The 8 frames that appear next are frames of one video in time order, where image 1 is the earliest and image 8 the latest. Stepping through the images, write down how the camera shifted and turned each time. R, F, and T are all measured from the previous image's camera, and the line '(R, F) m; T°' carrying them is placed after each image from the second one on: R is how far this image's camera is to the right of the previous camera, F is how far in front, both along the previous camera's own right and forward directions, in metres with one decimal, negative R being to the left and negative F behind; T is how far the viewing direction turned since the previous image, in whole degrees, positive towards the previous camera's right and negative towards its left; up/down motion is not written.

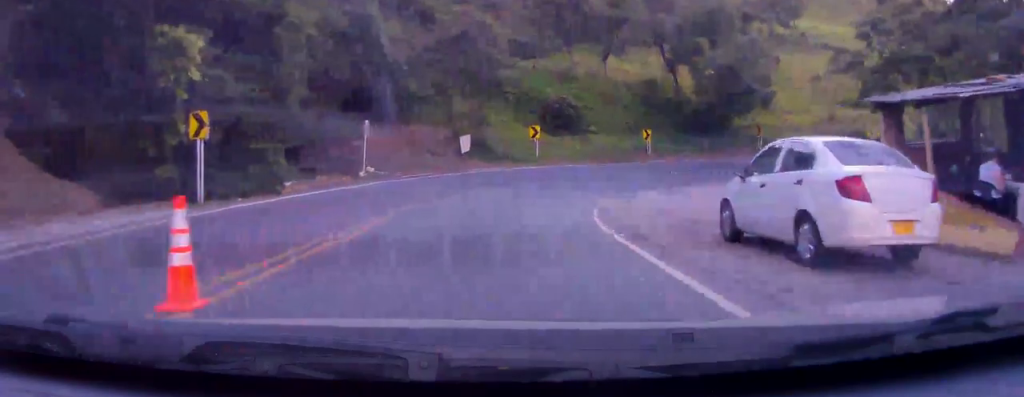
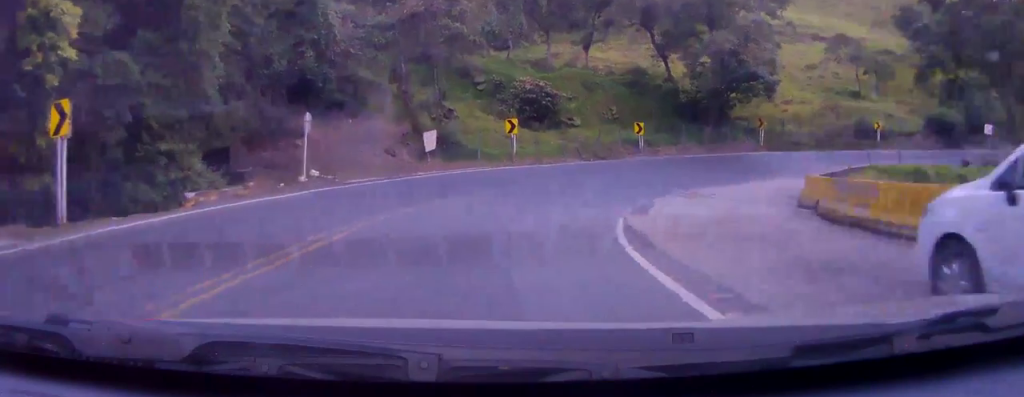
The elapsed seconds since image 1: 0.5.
(+0.1, +5.5) m; +1°
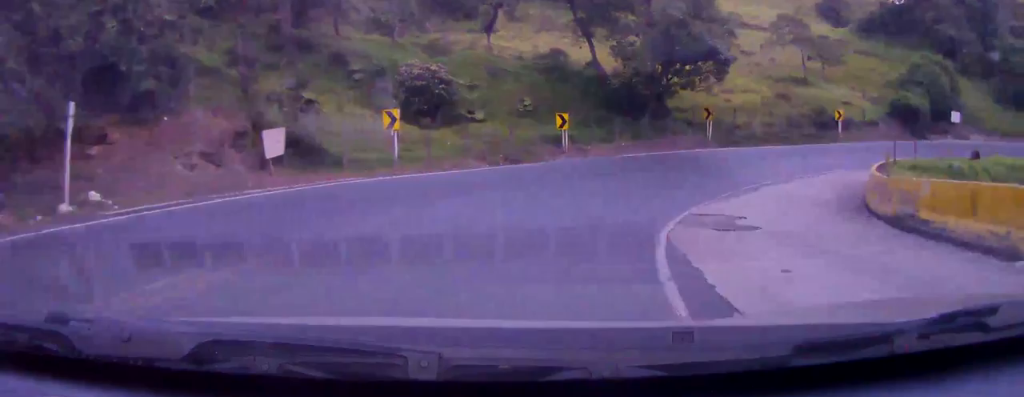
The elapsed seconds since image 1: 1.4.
(0.0, +9.3) m; +5°
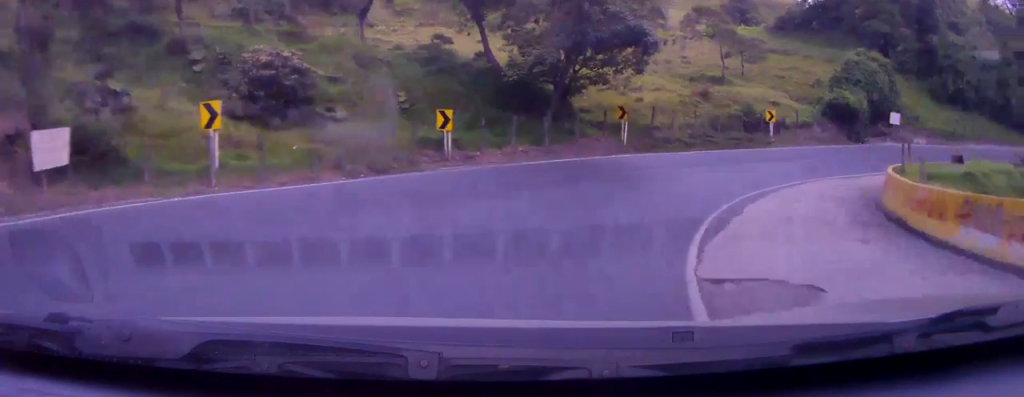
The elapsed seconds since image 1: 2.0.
(-0.5, +6.6) m; +11°
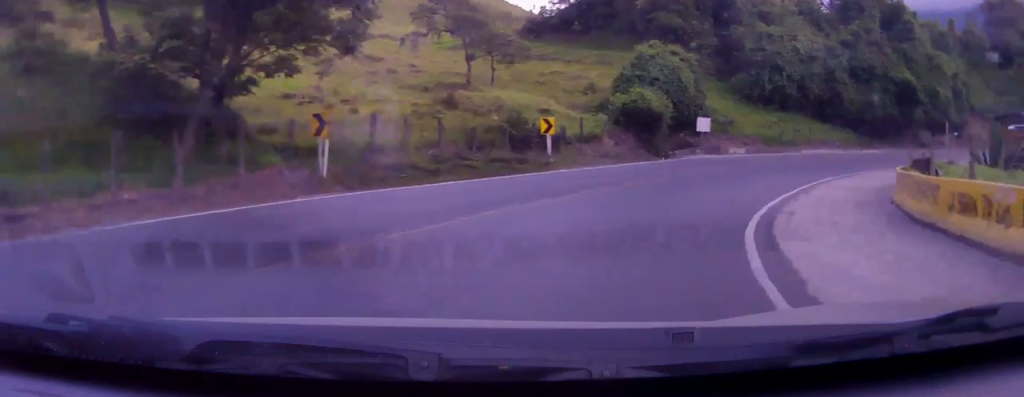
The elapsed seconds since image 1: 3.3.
(+4.0, +13.1) m; +27°
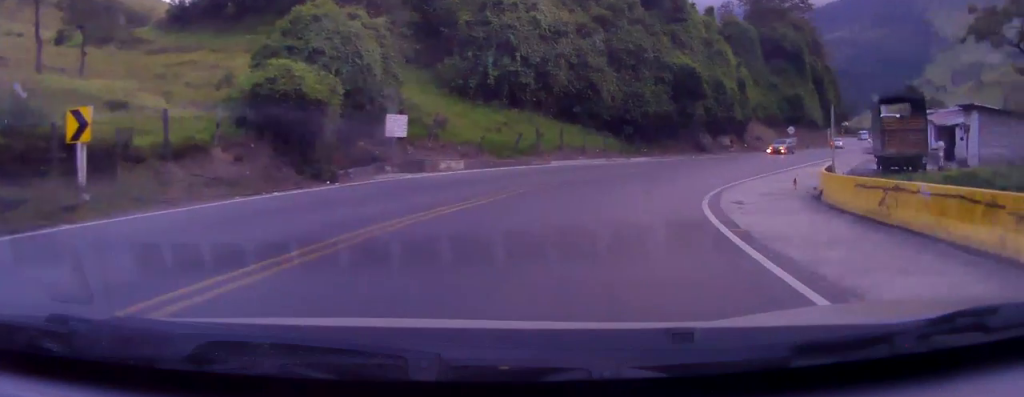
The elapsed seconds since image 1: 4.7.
(+4.2, +16.5) m; +25°
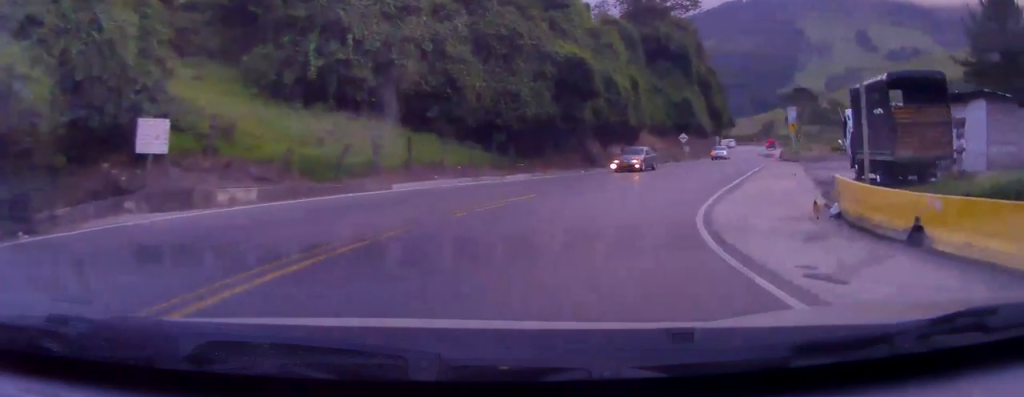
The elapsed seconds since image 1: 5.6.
(+1.1, +11.3) m; +13°
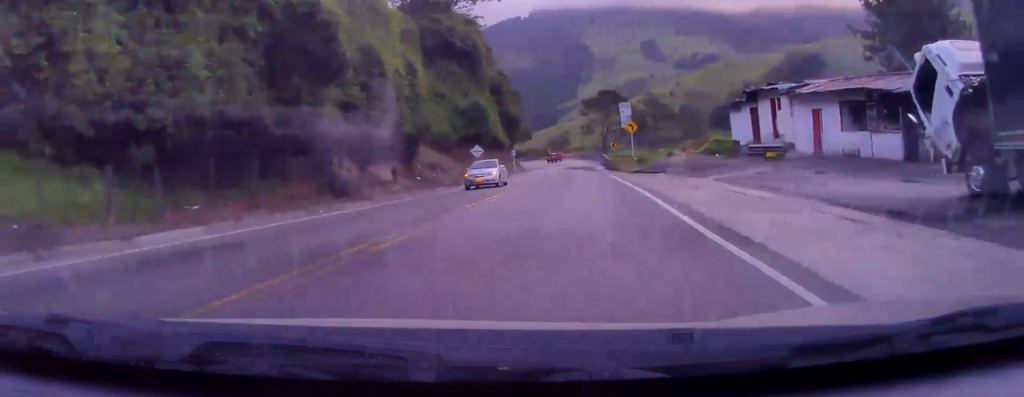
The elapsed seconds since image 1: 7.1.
(+3.3, +18.3) m; +17°
